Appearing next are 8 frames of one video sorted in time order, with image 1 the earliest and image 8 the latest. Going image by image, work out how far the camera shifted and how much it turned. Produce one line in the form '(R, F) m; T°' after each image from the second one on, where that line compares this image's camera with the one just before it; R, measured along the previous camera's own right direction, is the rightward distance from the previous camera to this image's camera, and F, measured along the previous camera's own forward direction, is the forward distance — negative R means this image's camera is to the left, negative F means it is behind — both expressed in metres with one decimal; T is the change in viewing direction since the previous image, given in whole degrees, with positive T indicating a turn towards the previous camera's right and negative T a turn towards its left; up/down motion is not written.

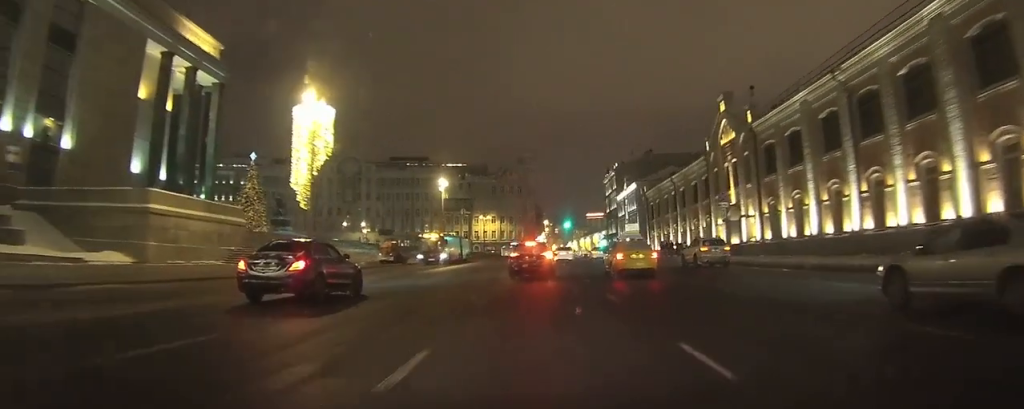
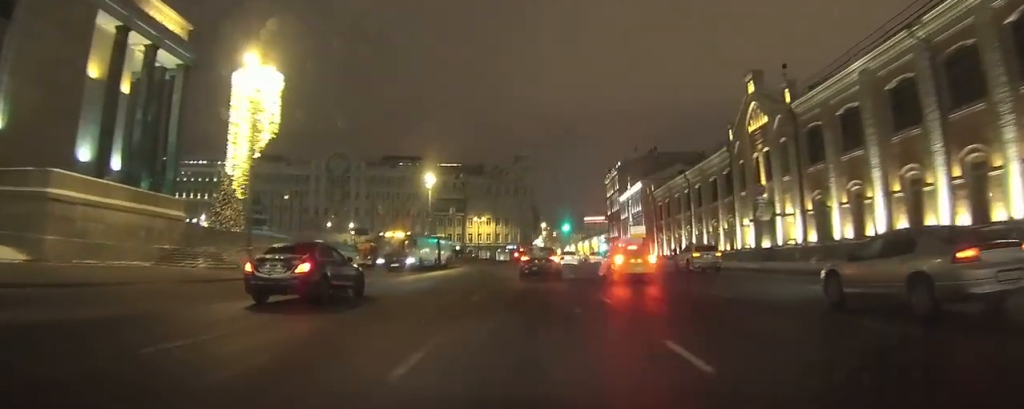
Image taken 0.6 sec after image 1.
(0.0, +7.8) m; 0°
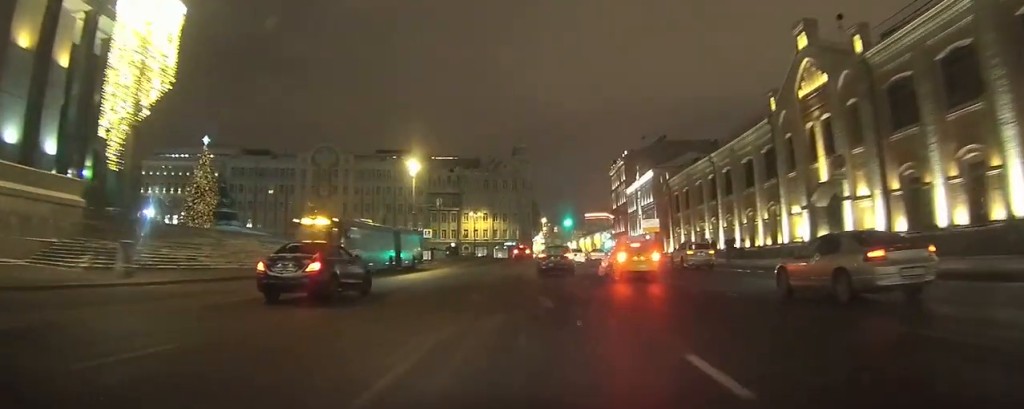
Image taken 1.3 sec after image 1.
(0.0, +9.6) m; 0°
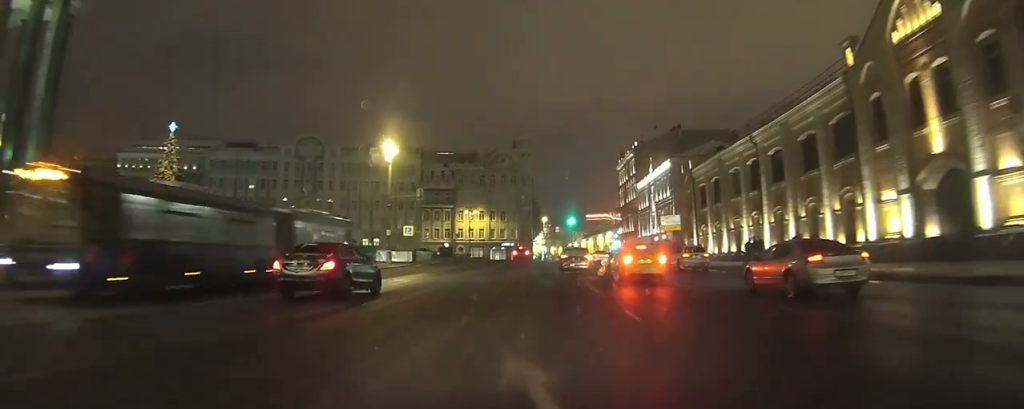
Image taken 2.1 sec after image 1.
(0.0, +10.9) m; +1°
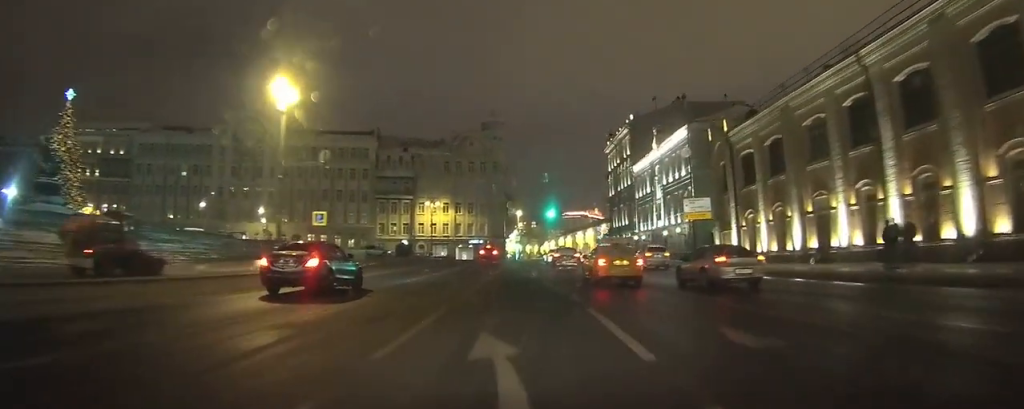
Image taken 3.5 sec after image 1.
(+0.2, +19.4) m; 0°
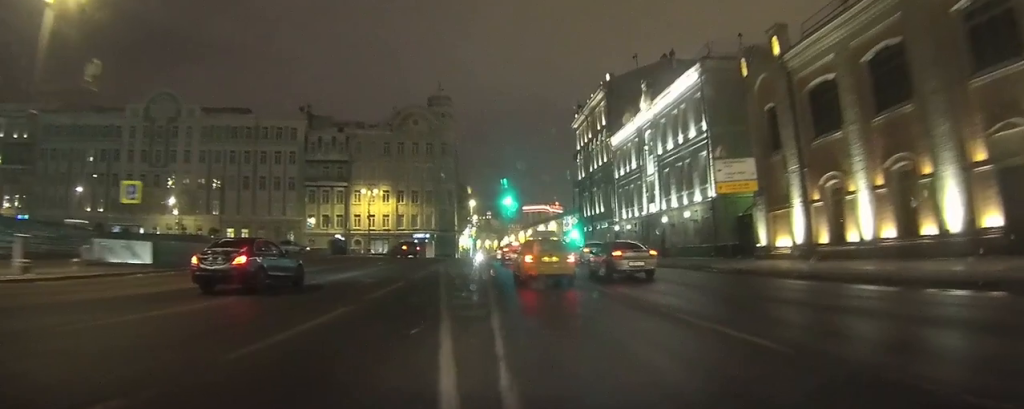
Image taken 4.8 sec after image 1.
(-0.1, +17.0) m; +1°
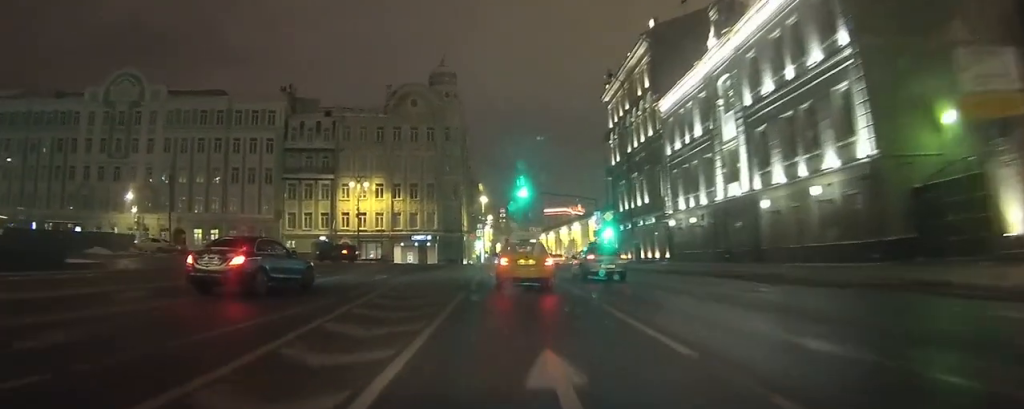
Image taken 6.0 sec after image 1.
(+0.2, +16.1) m; 0°
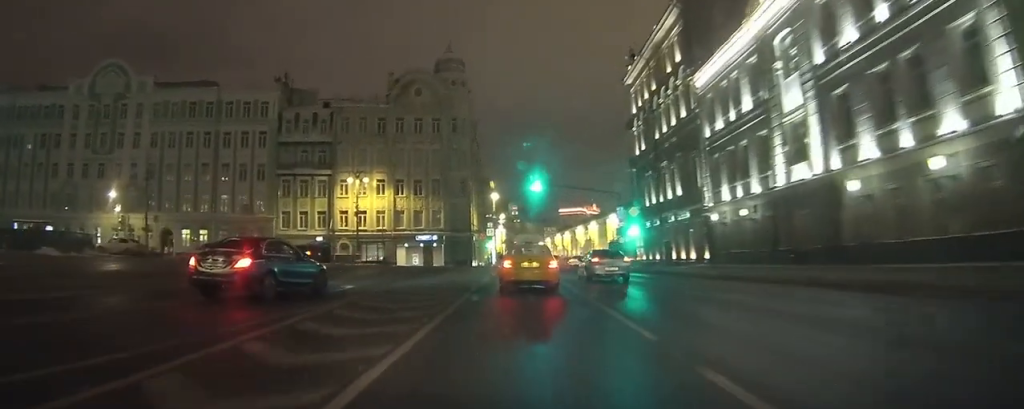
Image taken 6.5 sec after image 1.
(0.0, +6.7) m; 0°
